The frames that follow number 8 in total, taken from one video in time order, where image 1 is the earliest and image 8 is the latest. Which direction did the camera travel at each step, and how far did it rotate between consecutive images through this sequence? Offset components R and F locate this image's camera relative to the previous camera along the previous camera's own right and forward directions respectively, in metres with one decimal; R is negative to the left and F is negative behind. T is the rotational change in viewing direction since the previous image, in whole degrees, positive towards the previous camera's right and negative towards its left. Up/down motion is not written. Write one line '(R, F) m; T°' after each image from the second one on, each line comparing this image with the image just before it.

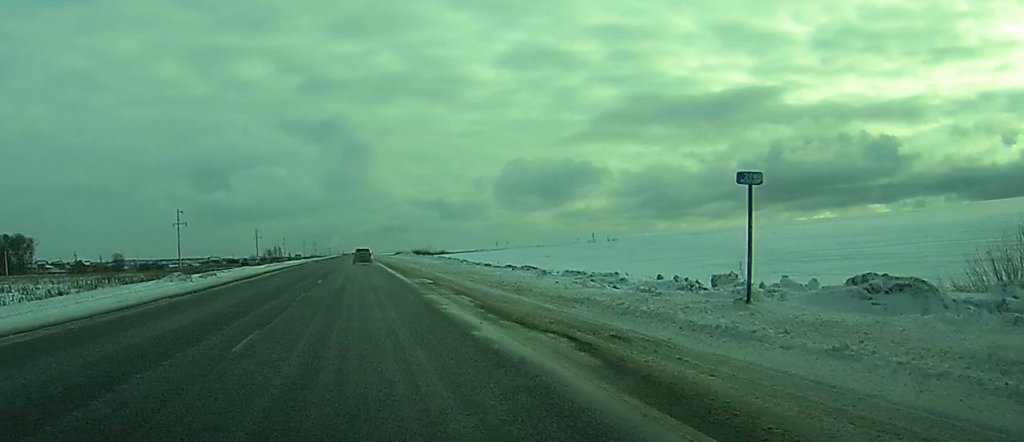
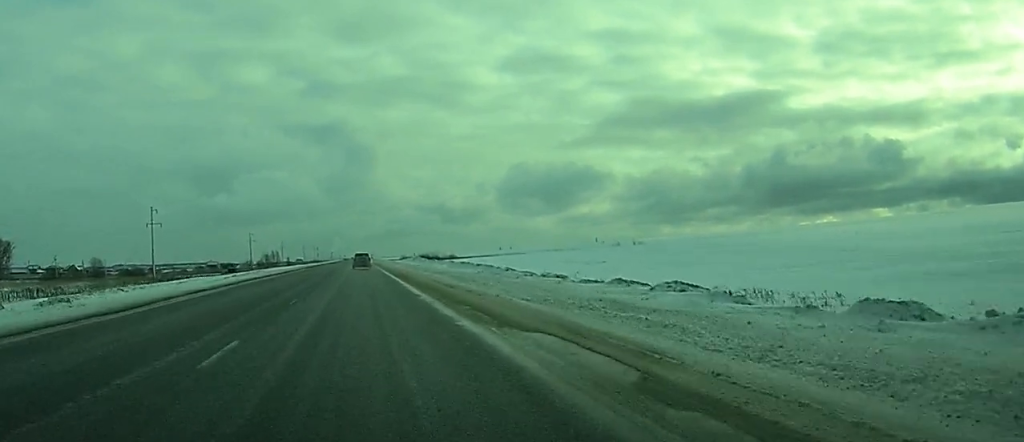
(+0.1, +25.3) m; 0°
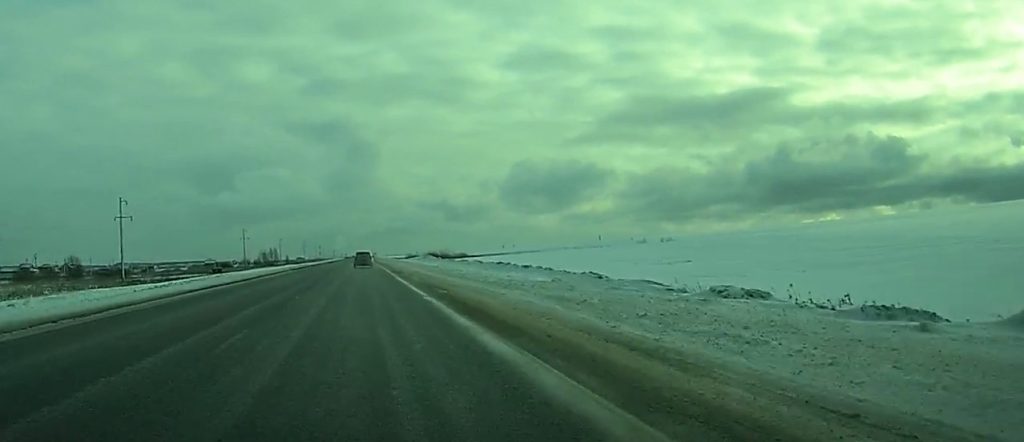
(0.0, +22.5) m; 0°
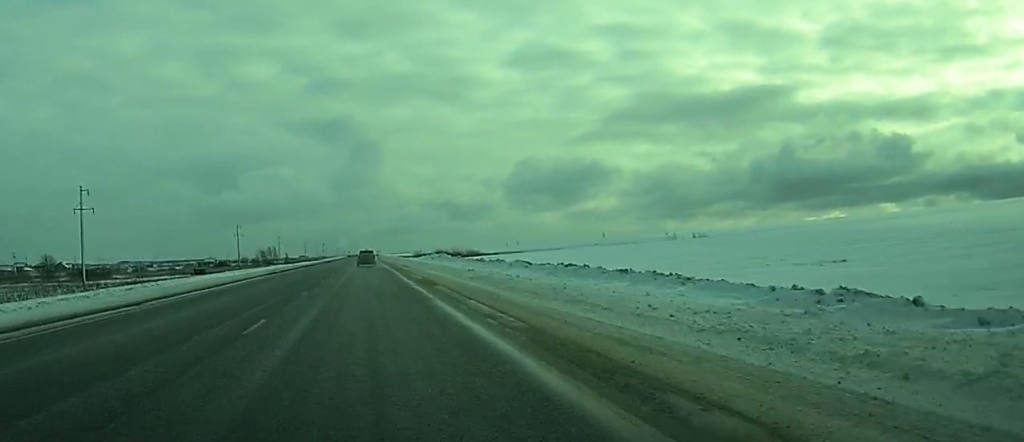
(0.0, +21.5) m; 0°
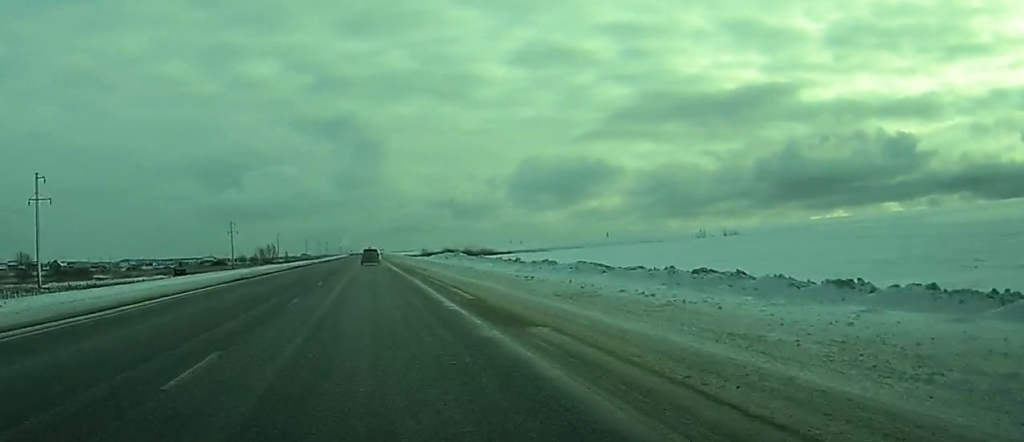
(-0.1, +17.8) m; 0°
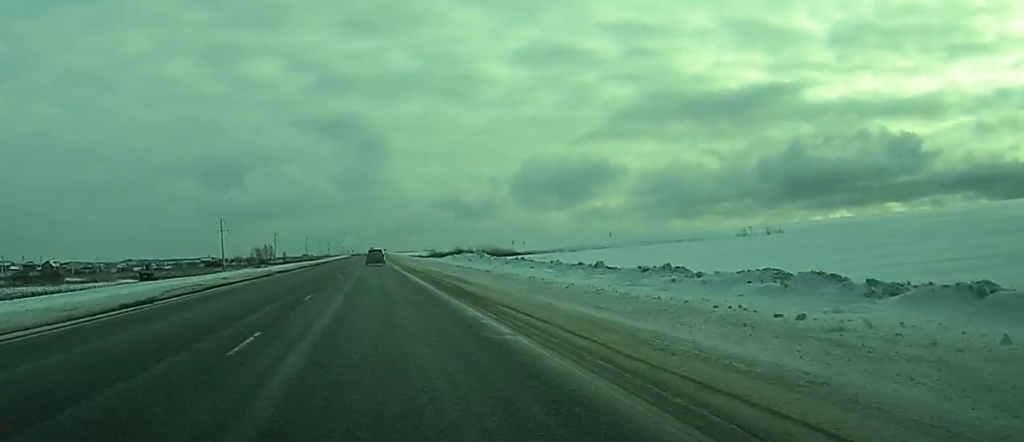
(+0.2, +21.5) m; 0°
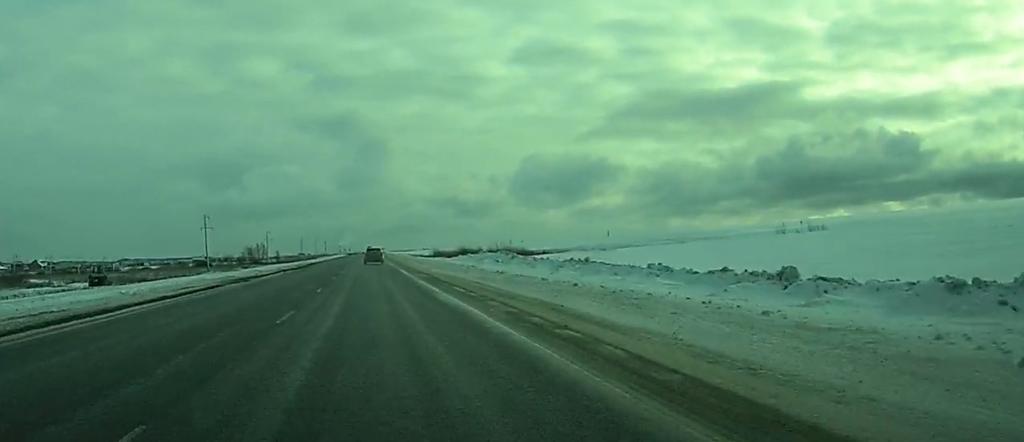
(0.0, +19.5) m; 0°
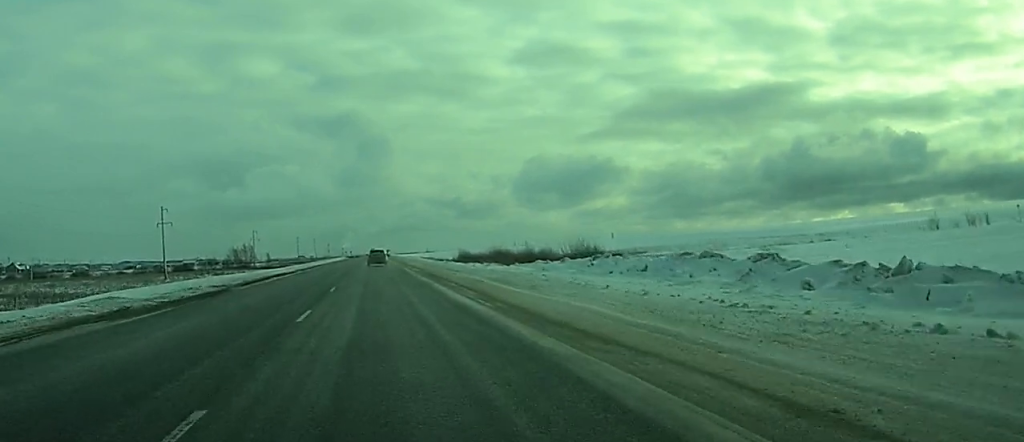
(-0.3, +47.8) m; -1°
